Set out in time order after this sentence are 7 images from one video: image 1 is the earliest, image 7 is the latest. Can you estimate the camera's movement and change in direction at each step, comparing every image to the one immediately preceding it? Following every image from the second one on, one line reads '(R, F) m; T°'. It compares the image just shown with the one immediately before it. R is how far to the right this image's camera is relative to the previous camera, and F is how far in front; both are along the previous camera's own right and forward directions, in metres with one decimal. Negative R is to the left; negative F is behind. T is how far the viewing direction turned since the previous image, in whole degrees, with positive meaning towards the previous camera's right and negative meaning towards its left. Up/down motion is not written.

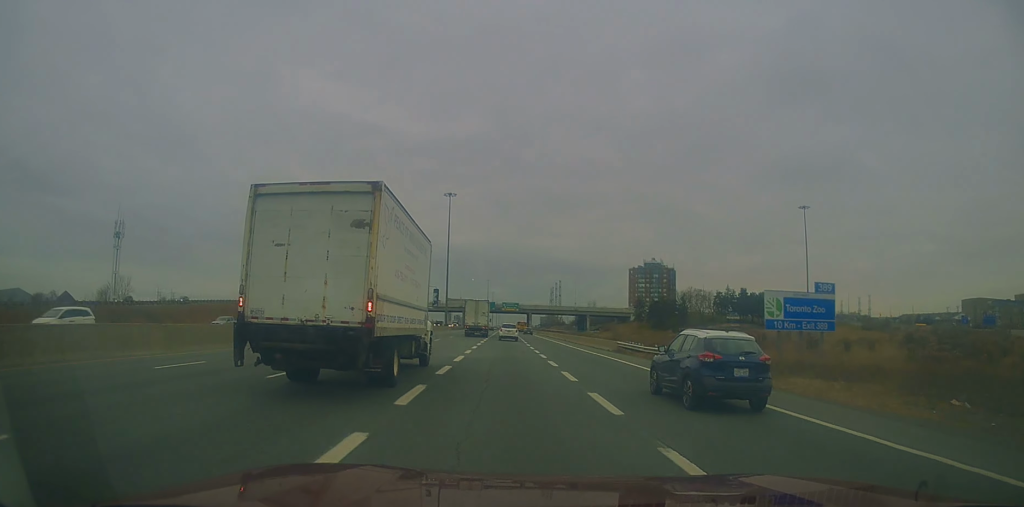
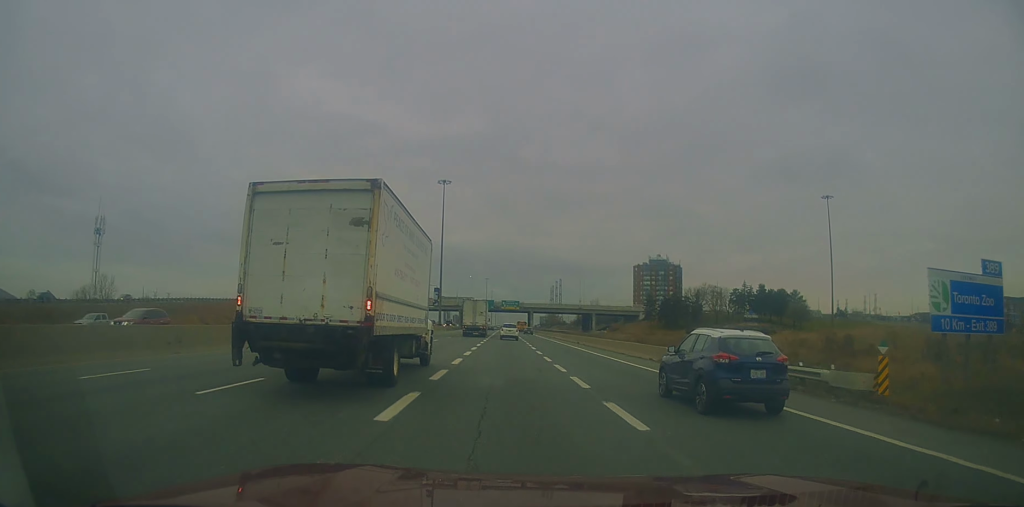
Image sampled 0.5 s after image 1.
(0.0, +14.0) m; 0°
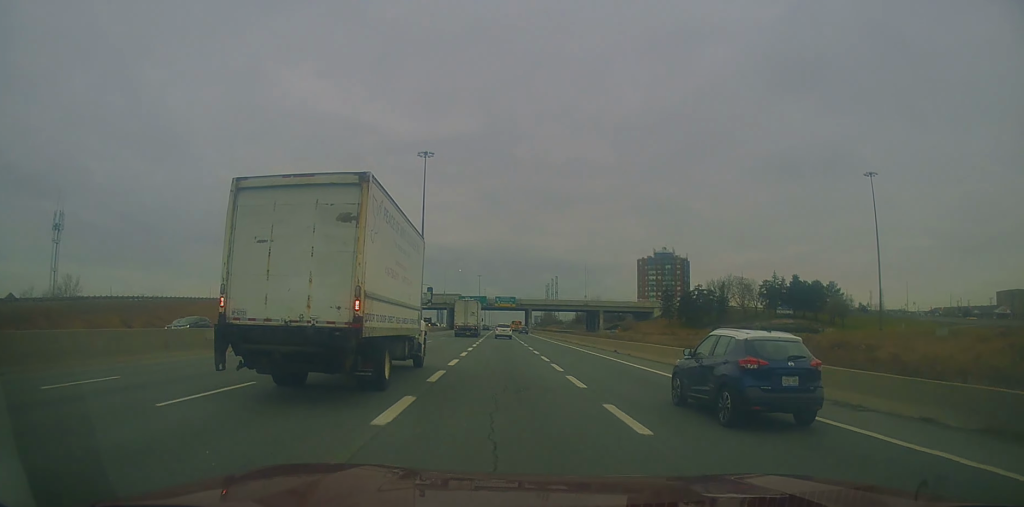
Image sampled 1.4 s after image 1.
(0.0, +24.2) m; +1°
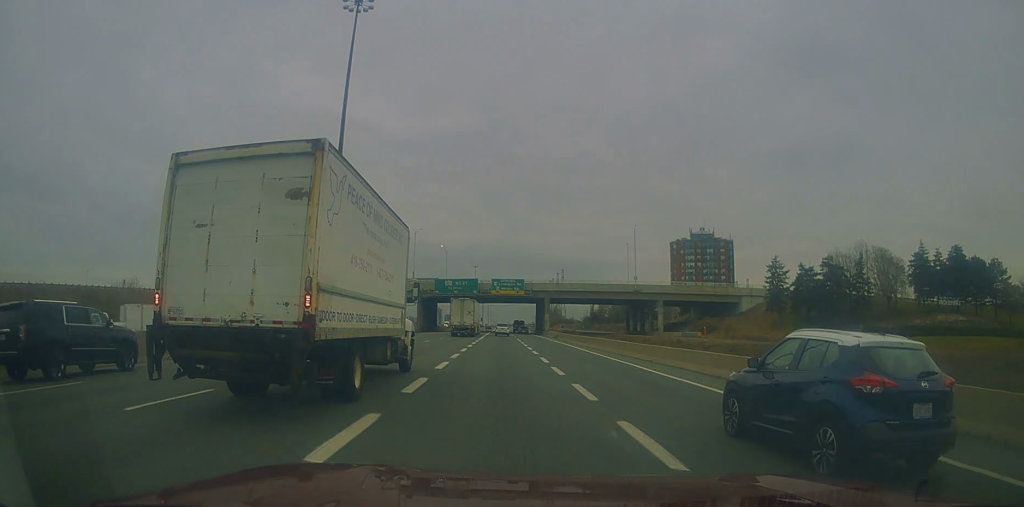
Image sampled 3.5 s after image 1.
(+0.9, +60.6) m; +1°
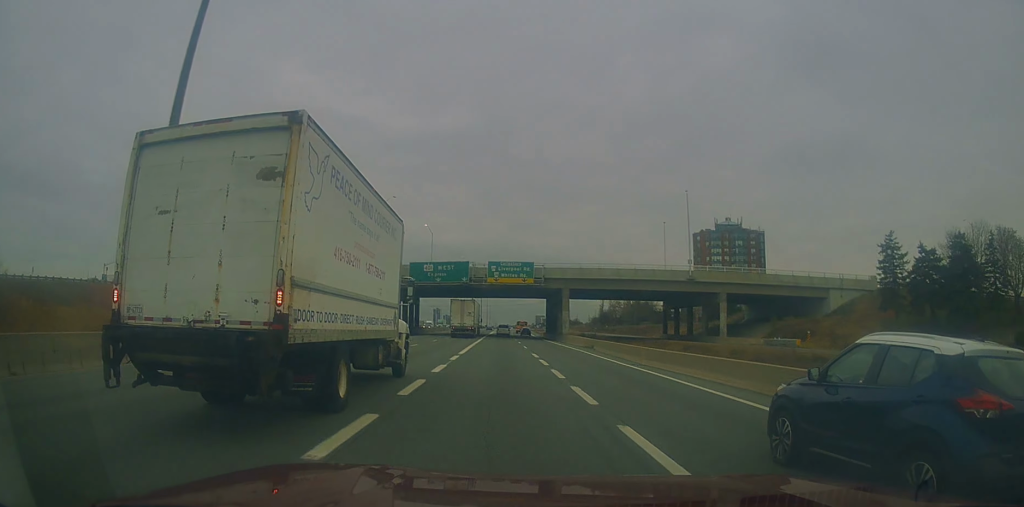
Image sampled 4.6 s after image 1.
(-0.1, +29.8) m; -1°
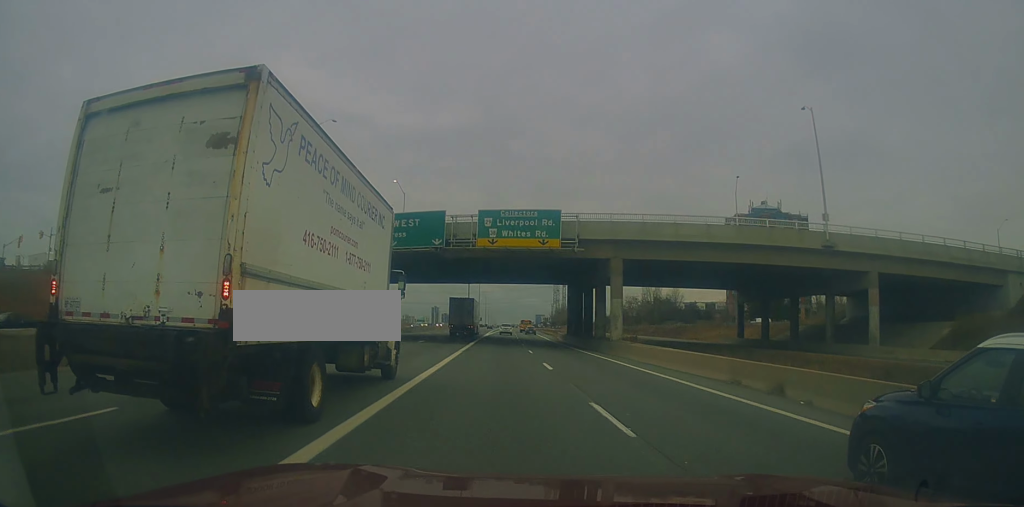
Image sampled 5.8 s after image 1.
(-0.3, +32.8) m; 0°
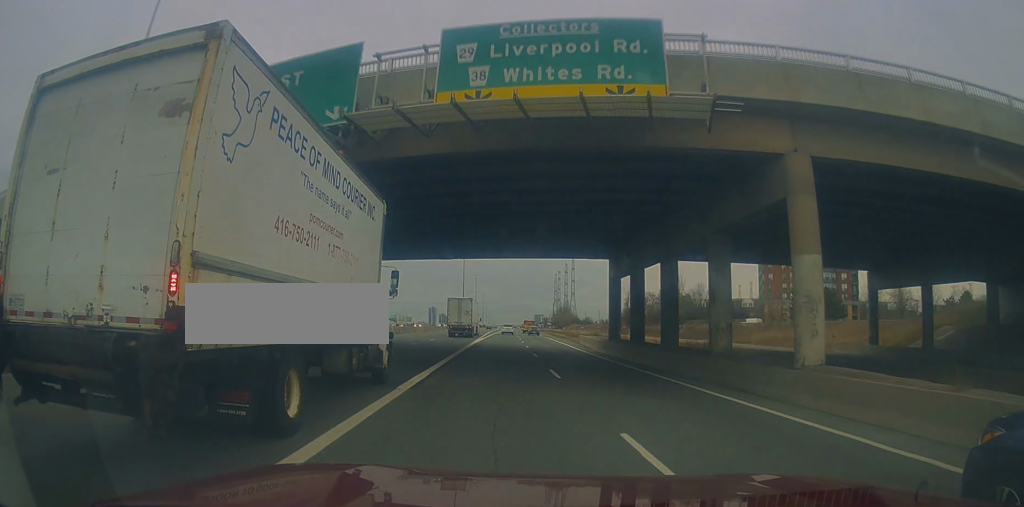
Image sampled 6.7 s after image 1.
(+0.3, +27.1) m; +1°
